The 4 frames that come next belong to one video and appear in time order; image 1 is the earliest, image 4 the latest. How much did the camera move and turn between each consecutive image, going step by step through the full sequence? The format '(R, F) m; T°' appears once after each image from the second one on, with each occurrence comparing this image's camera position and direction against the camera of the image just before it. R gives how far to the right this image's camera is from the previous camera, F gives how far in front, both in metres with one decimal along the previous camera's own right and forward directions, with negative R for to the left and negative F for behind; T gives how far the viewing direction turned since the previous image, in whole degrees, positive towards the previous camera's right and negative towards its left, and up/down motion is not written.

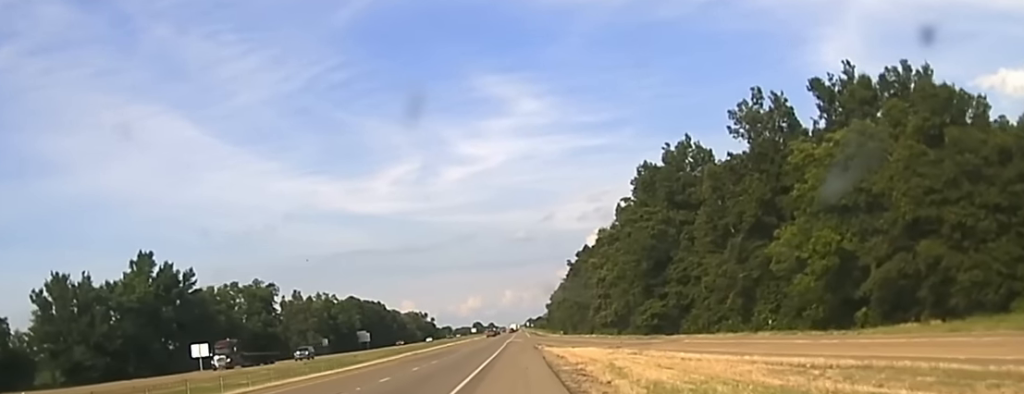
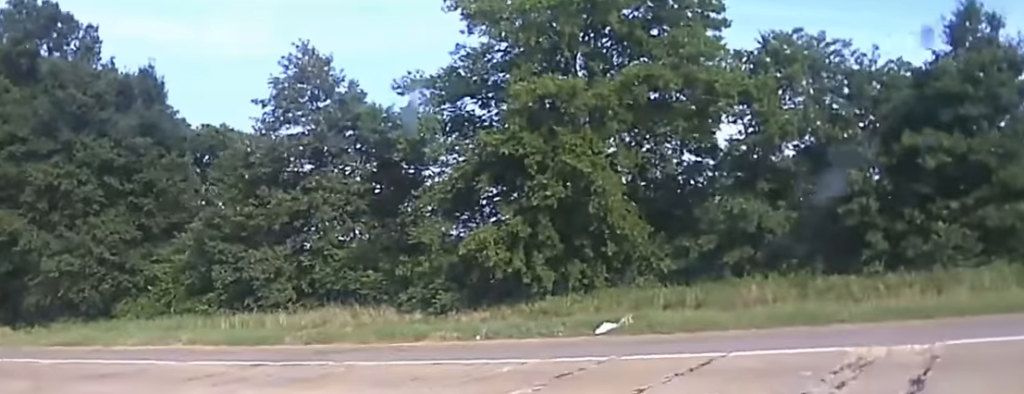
(+3.2, +18.9) m; +58°
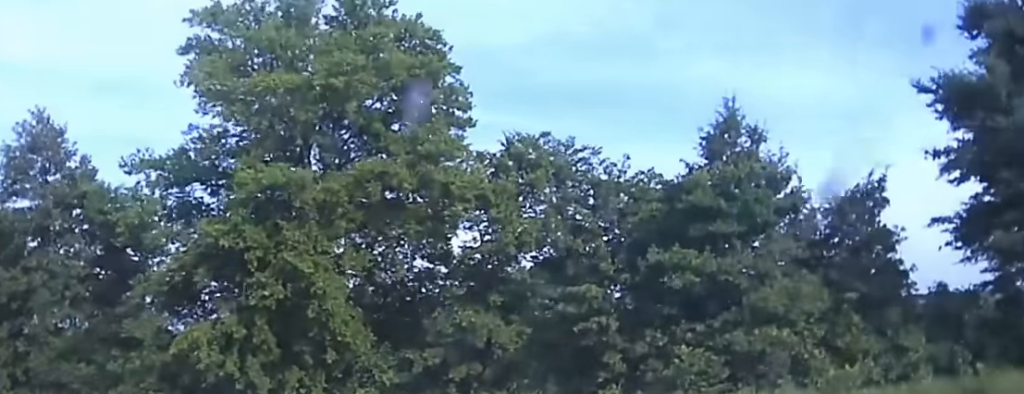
(+0.1, +1.4) m; +17°
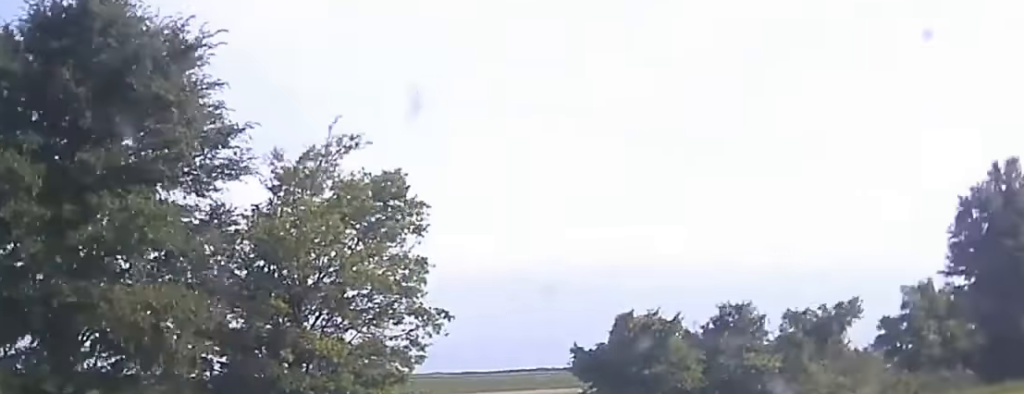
(+2.6, +4.0) m; +55°
